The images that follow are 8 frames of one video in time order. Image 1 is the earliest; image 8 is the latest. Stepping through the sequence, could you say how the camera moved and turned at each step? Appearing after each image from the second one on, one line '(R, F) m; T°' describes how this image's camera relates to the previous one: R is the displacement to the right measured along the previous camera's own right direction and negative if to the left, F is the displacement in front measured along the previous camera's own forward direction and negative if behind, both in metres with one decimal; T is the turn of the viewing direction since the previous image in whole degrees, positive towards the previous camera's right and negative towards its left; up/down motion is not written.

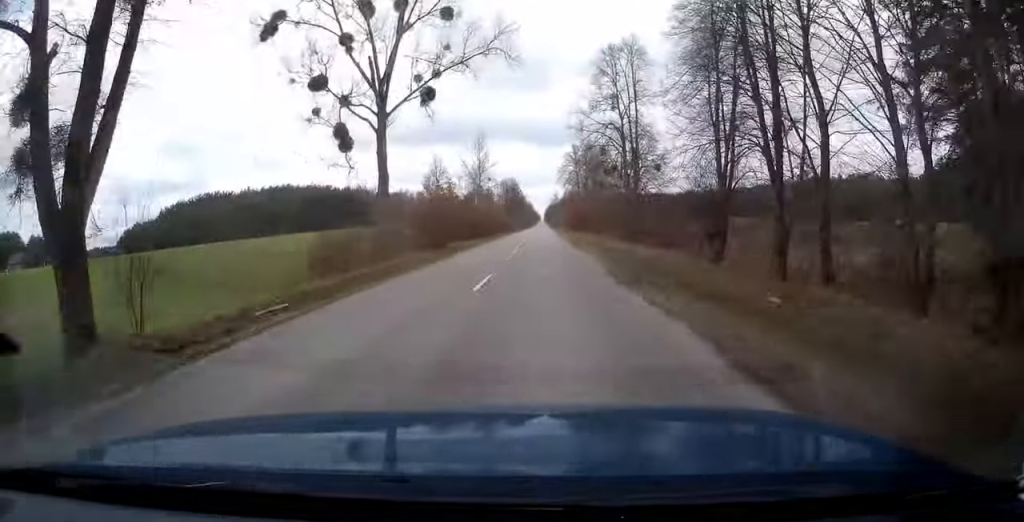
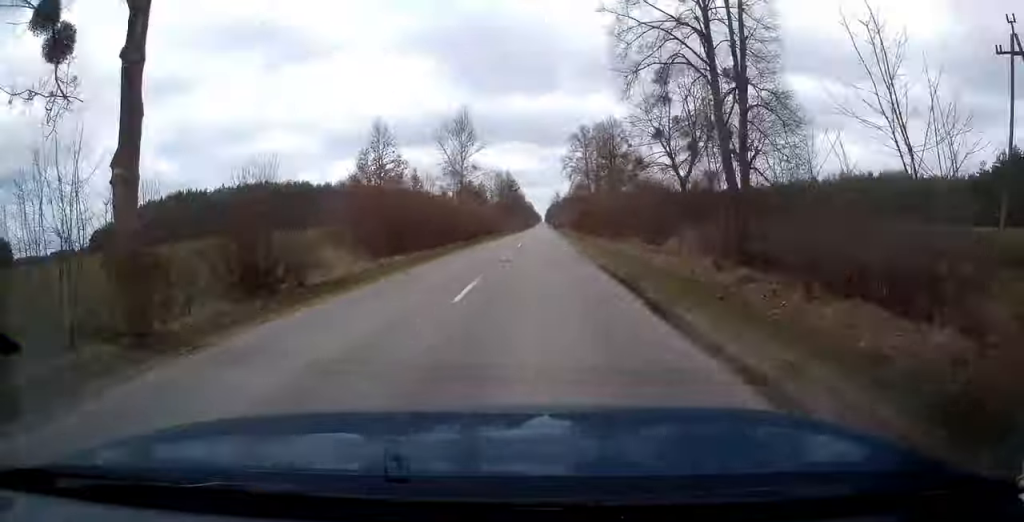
(+0.1, +28.0) m; 0°
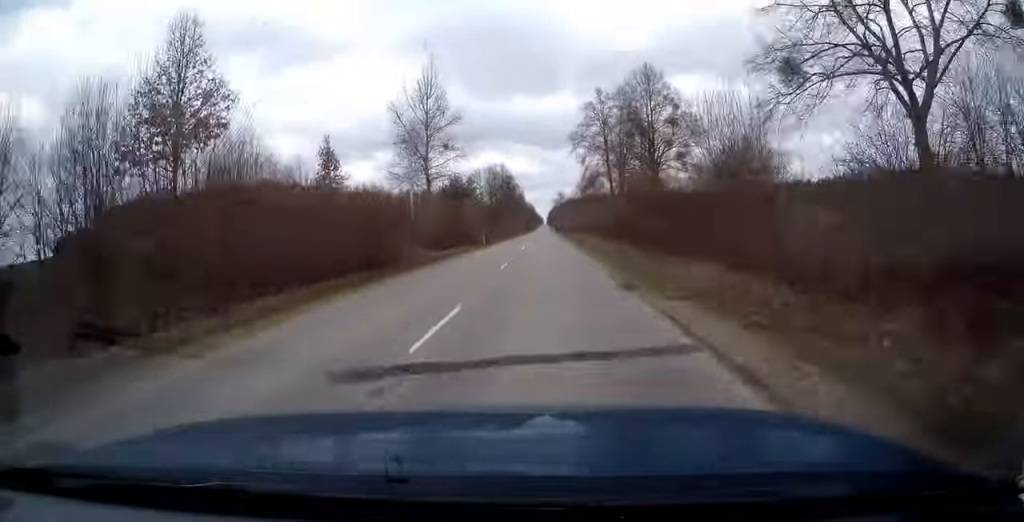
(0.0, +30.2) m; 0°
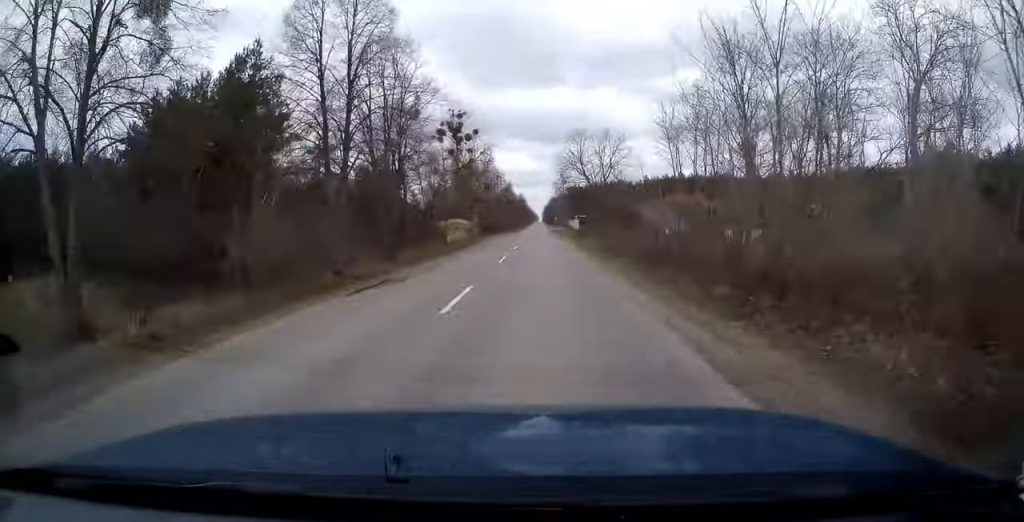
(+0.2, +113.5) m; 0°
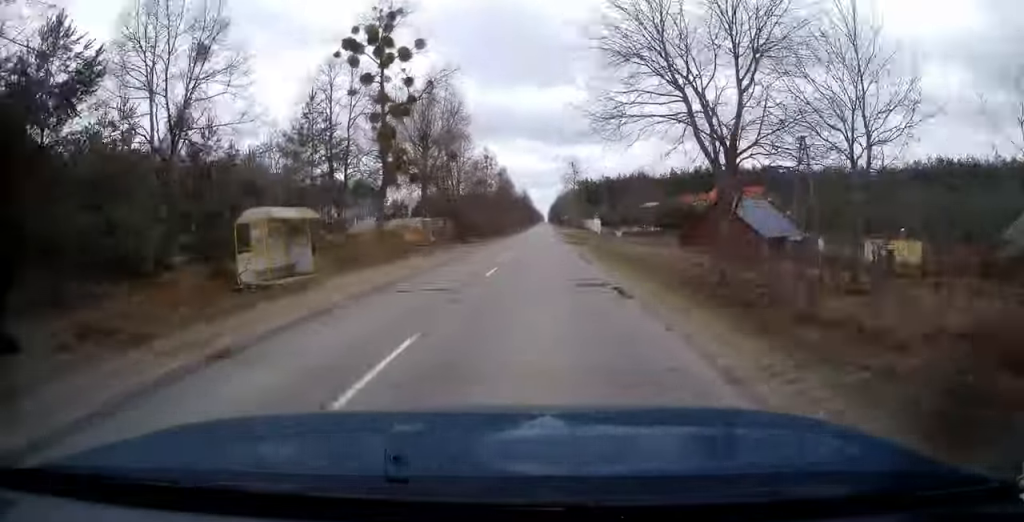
(0.0, +45.1) m; 0°
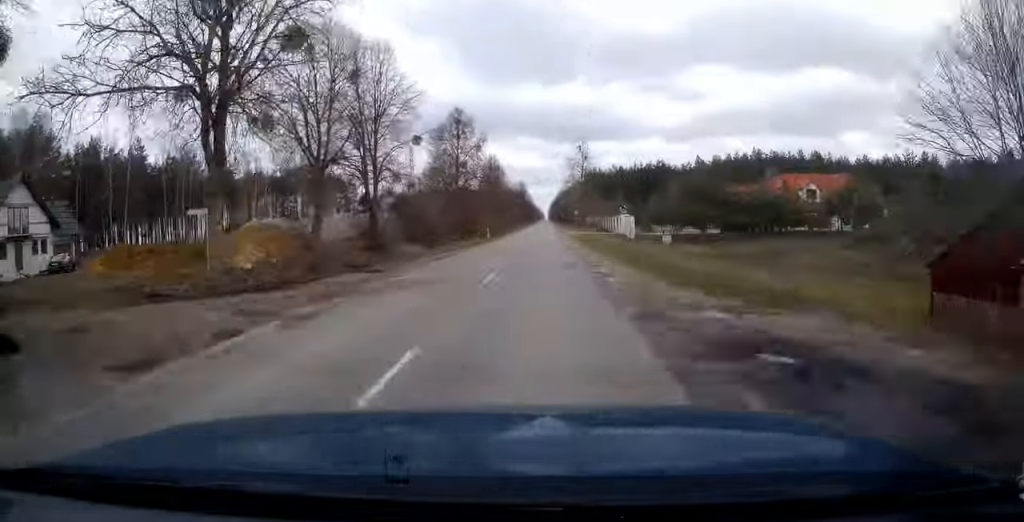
(-0.2, +39.1) m; 0°
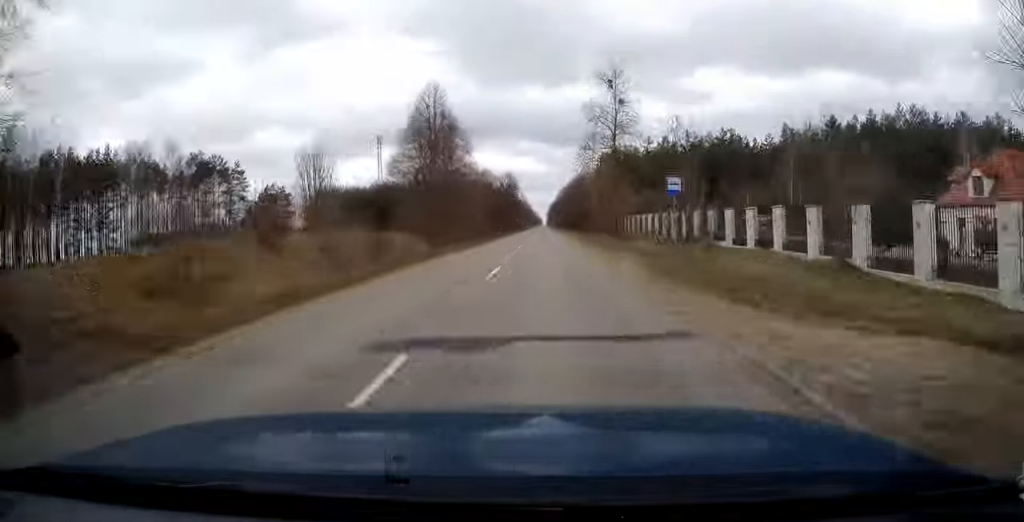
(+0.1, +75.4) m; 0°
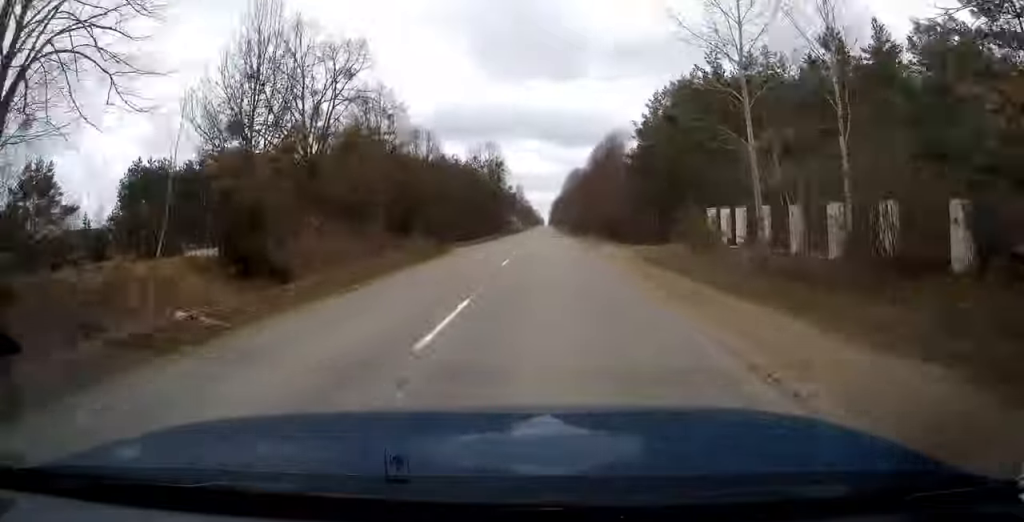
(-0.1, +72.2) m; 0°
